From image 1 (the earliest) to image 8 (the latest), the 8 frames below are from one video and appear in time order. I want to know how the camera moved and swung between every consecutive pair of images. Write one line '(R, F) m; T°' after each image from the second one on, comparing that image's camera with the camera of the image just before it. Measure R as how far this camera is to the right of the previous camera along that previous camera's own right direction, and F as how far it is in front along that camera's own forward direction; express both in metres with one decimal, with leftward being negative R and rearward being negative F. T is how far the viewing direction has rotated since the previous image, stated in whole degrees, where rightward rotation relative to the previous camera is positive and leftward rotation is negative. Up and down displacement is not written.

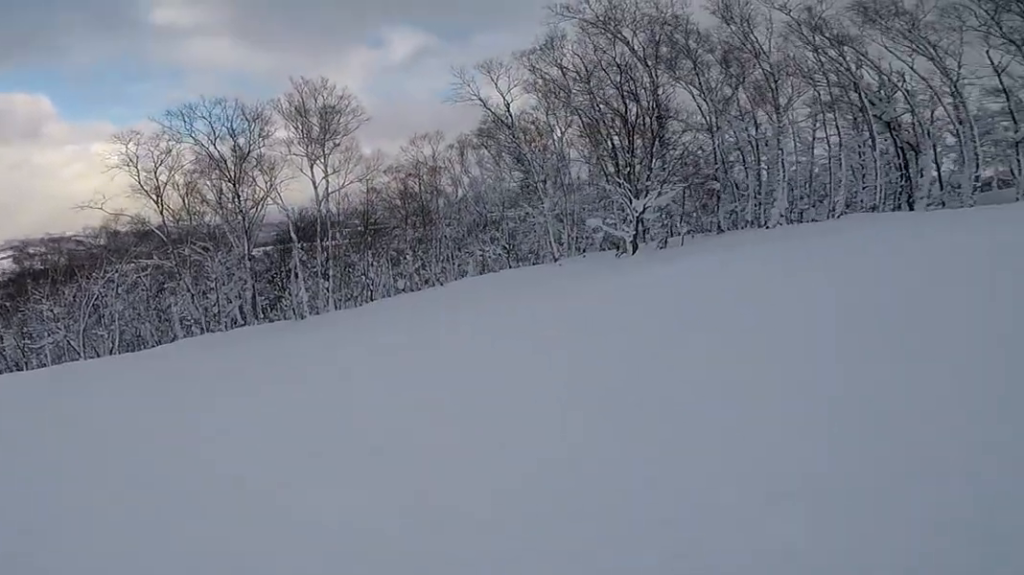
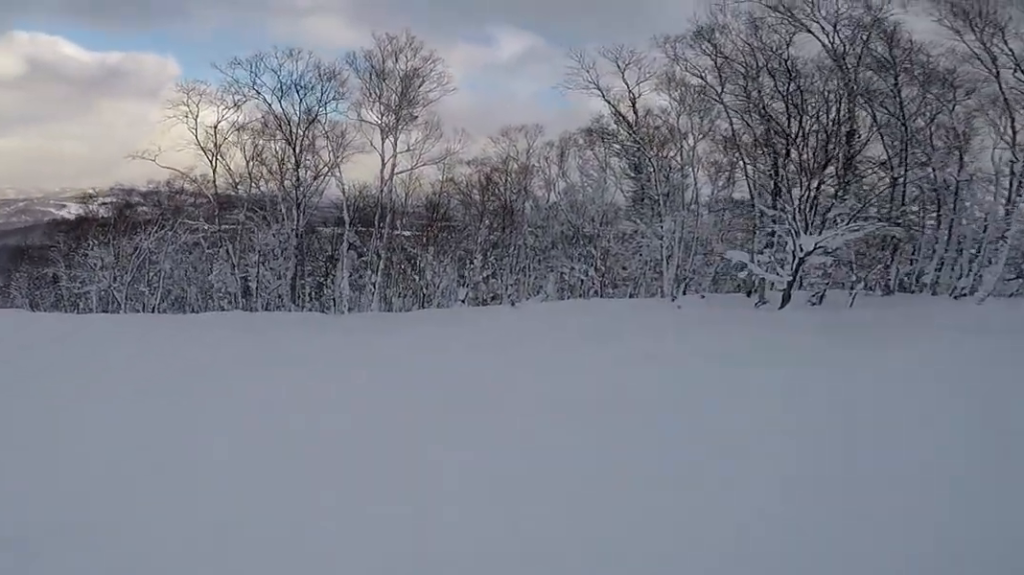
(-0.2, +5.9) m; -15°
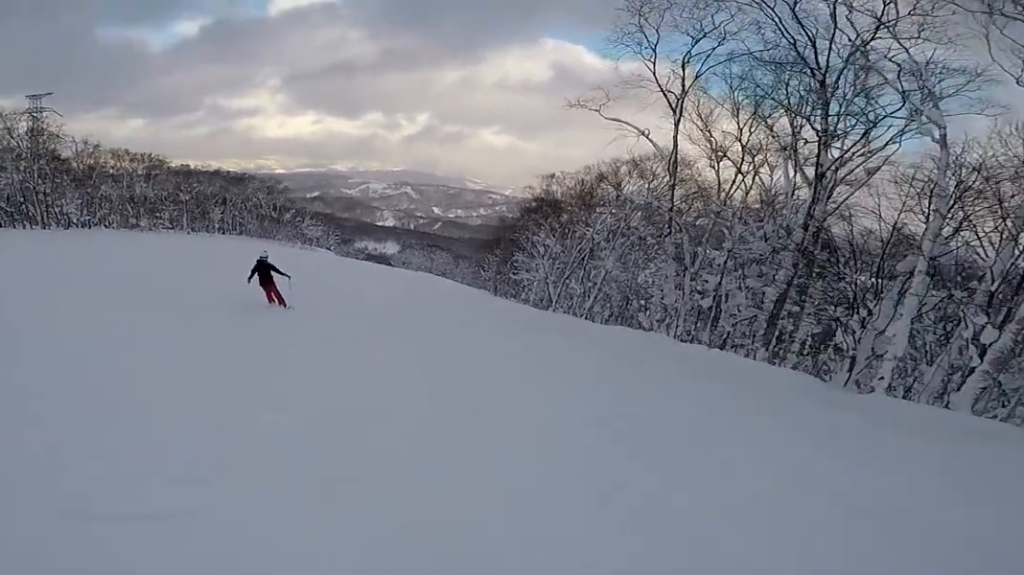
(-4.8, +10.4) m; -46°
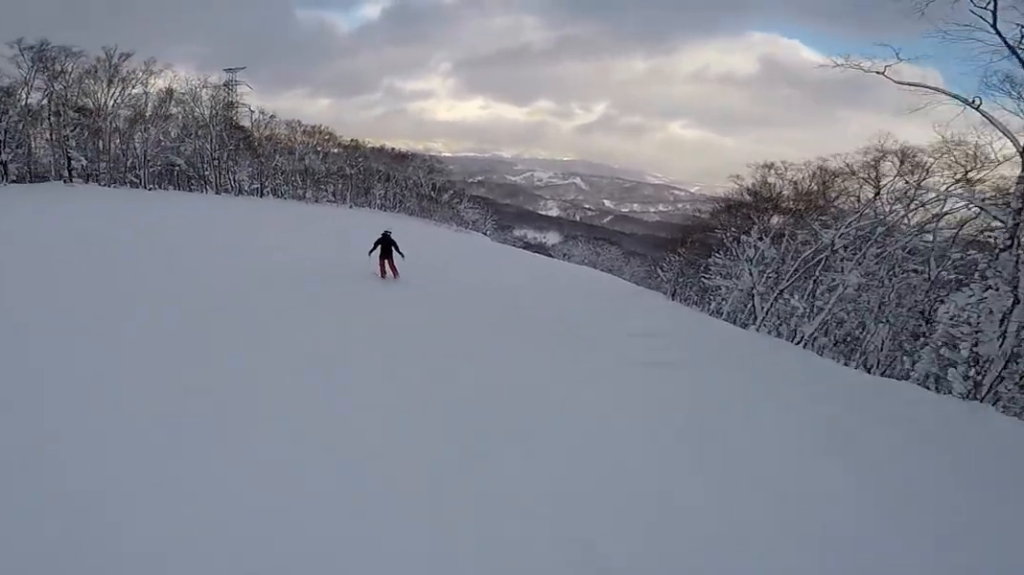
(-1.1, +5.2) m; -23°
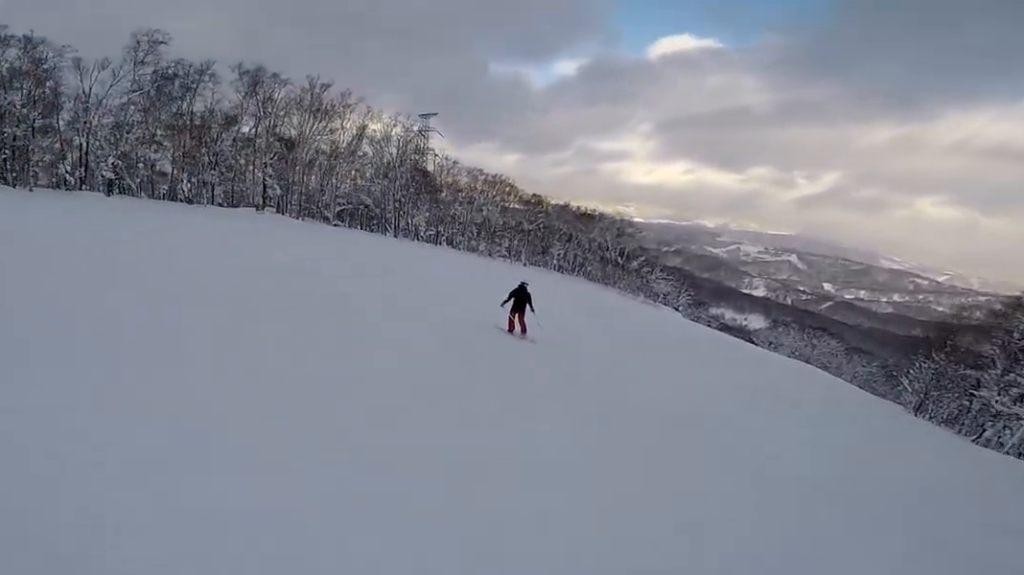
(-0.7, +4.3) m; -14°
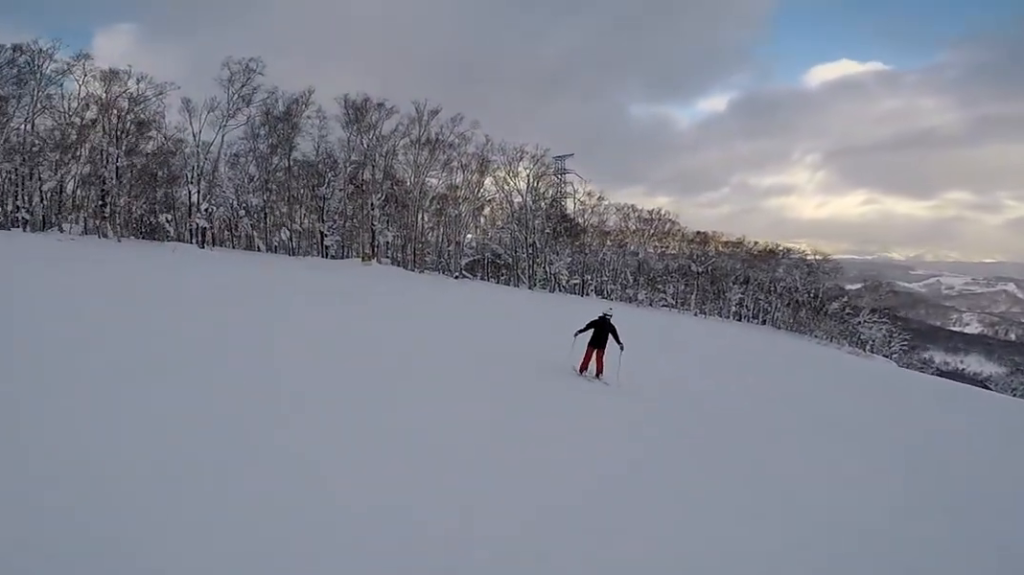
(-1.0, +9.6) m; -7°
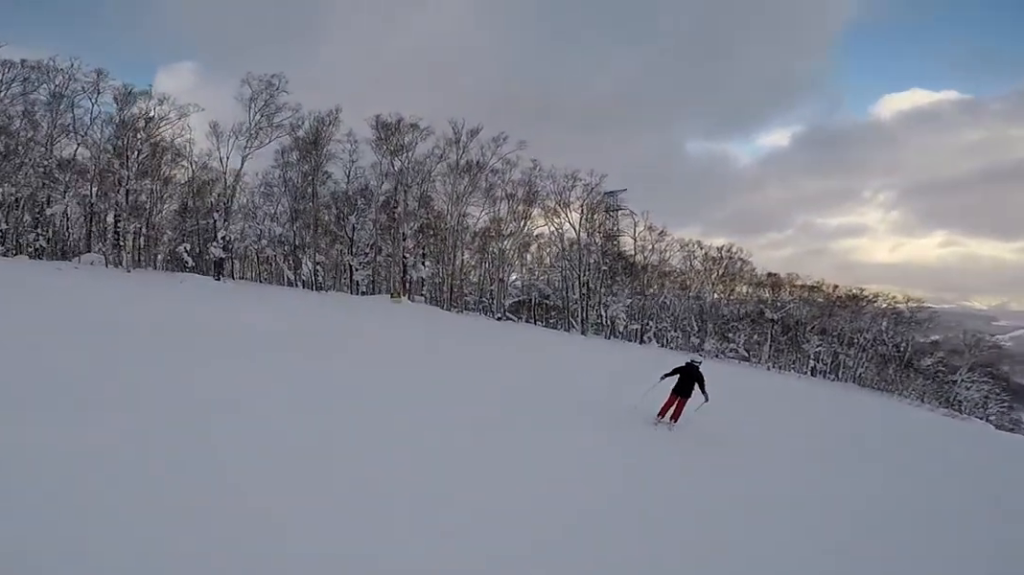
(-0.4, +4.5) m; -6°
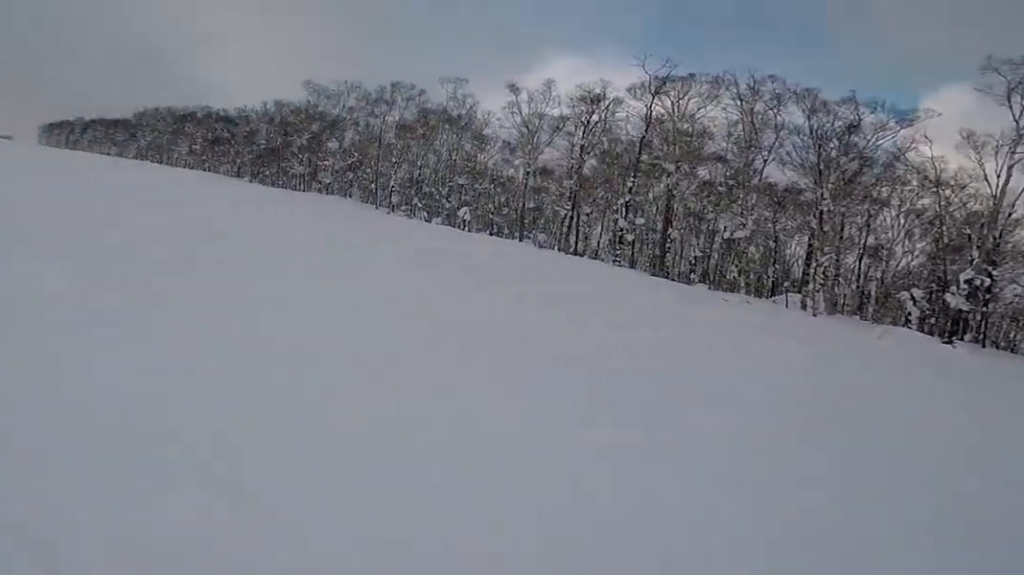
(-0.5, +5.8) m; -3°
